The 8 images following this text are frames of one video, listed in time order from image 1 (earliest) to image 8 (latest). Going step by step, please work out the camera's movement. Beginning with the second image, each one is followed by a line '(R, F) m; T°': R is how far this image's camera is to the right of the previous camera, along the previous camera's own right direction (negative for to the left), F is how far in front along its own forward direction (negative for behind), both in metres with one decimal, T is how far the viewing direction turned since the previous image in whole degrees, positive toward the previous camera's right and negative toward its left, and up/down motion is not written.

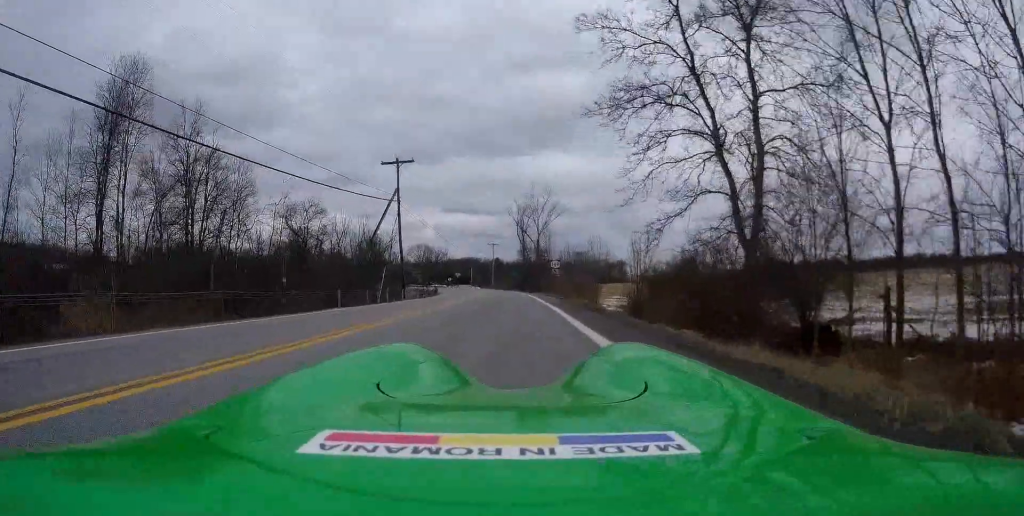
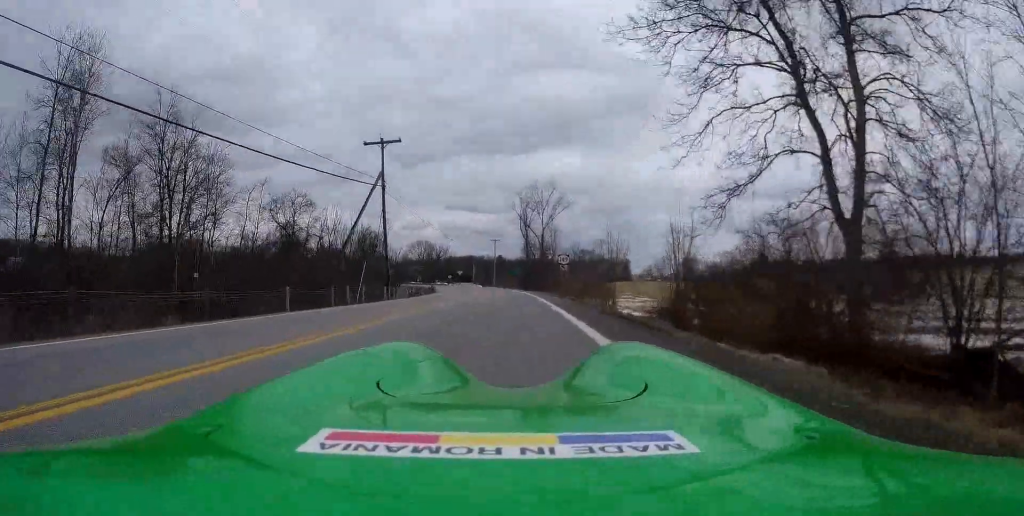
(+0.2, +5.6) m; 0°
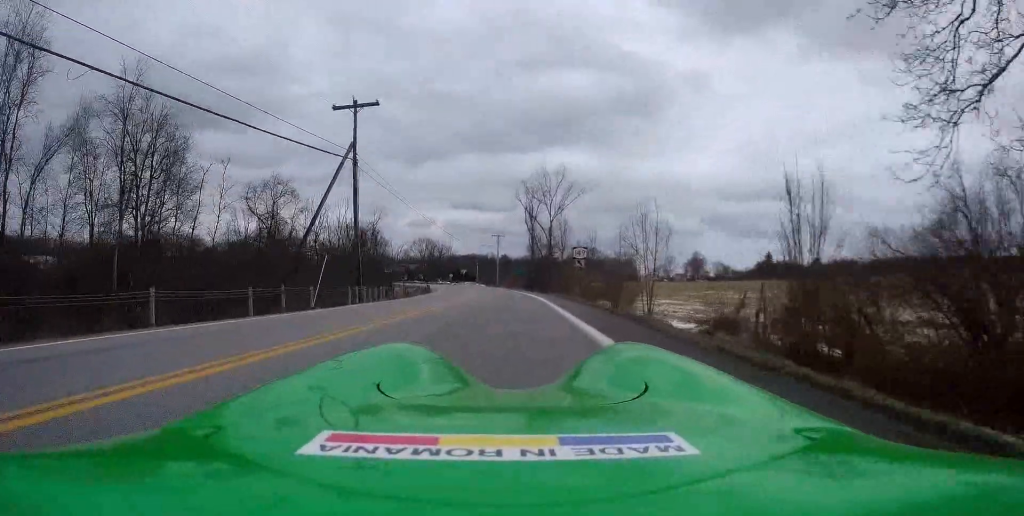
(+0.1, +7.5) m; 0°
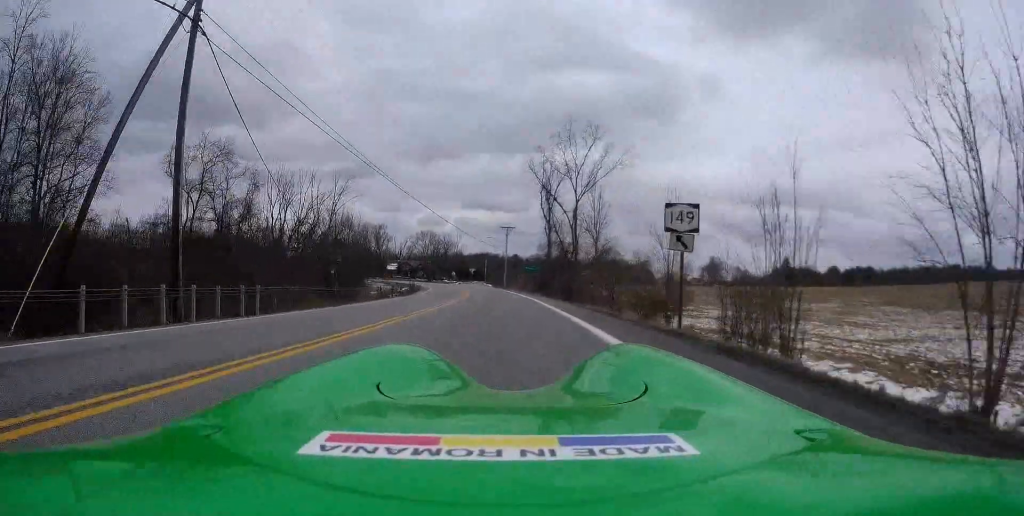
(0.0, +16.9) m; -1°
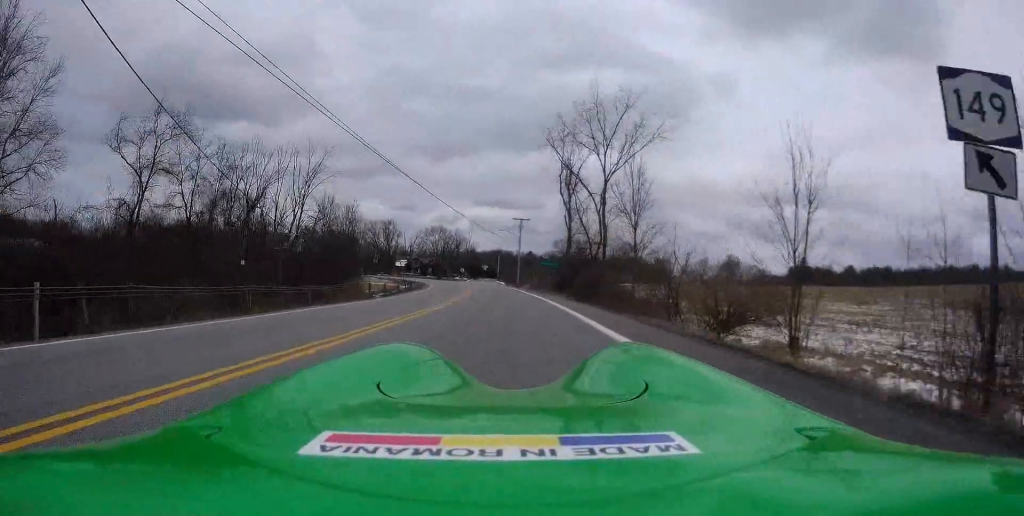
(-0.3, +8.9) m; -1°
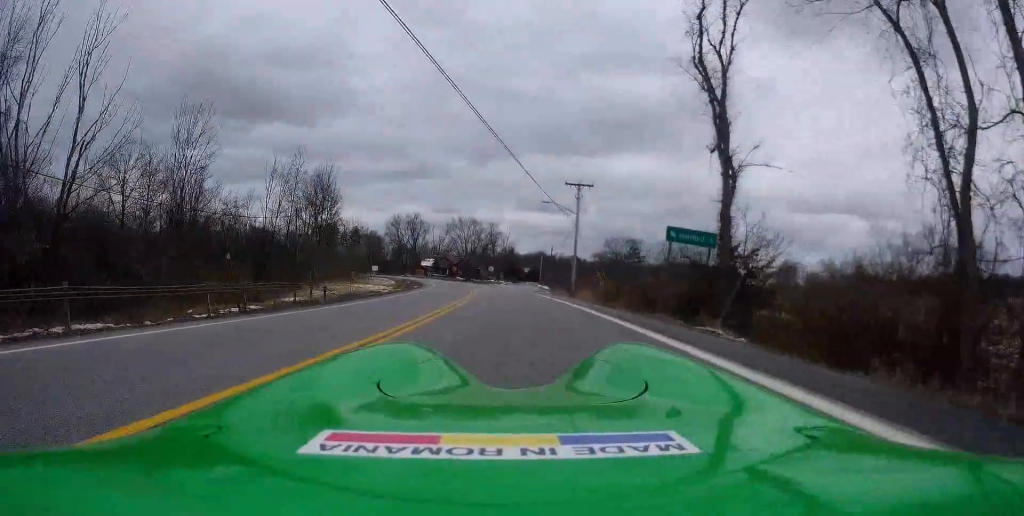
(-0.6, +32.0) m; -4°
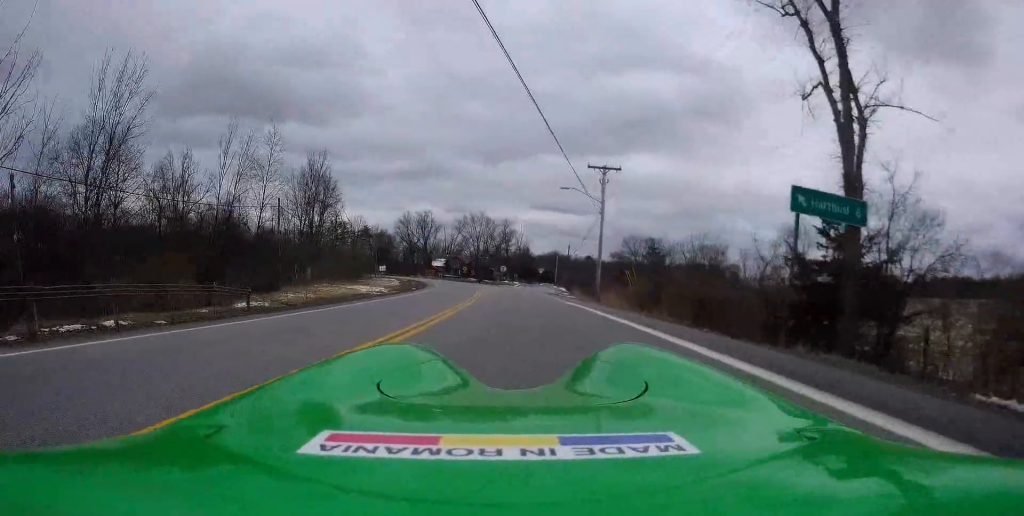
(-0.1, +7.3) m; -1°
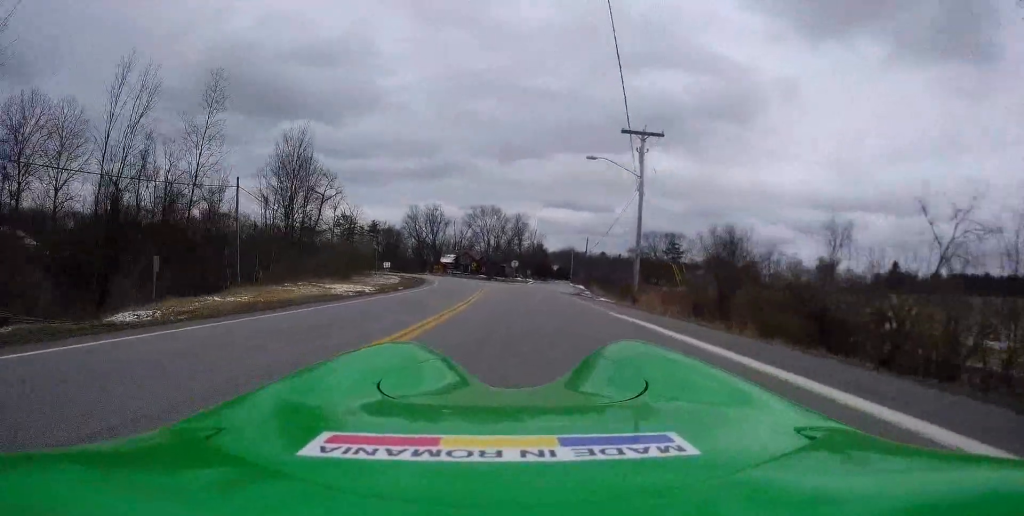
(0.0, +9.6) m; -1°
